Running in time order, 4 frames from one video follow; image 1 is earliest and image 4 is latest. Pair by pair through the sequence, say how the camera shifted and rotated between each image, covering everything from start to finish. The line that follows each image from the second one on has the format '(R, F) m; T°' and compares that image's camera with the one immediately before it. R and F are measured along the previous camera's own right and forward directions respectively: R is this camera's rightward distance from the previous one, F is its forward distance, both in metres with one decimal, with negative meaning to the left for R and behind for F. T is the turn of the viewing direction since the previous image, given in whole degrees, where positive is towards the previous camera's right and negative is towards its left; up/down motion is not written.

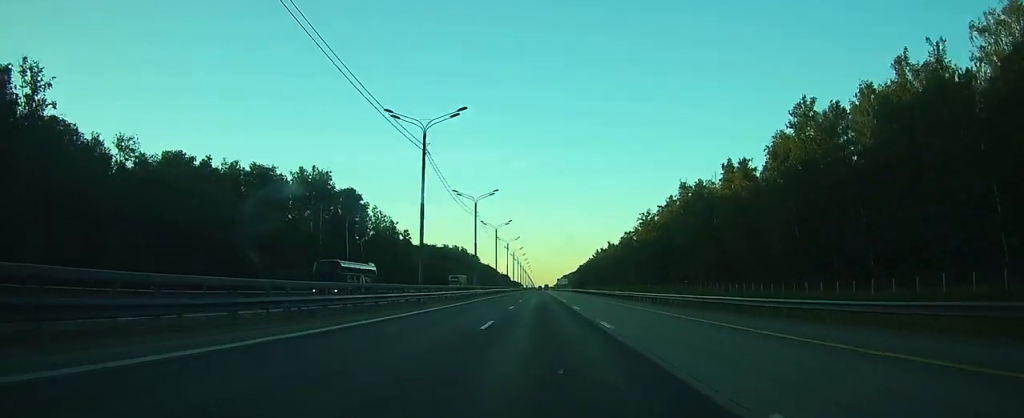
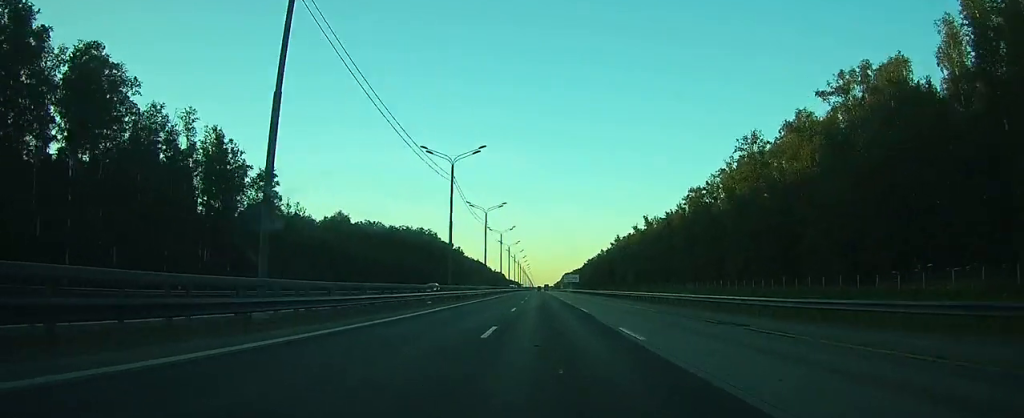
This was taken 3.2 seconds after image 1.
(-0.9, +97.4) m; -1°
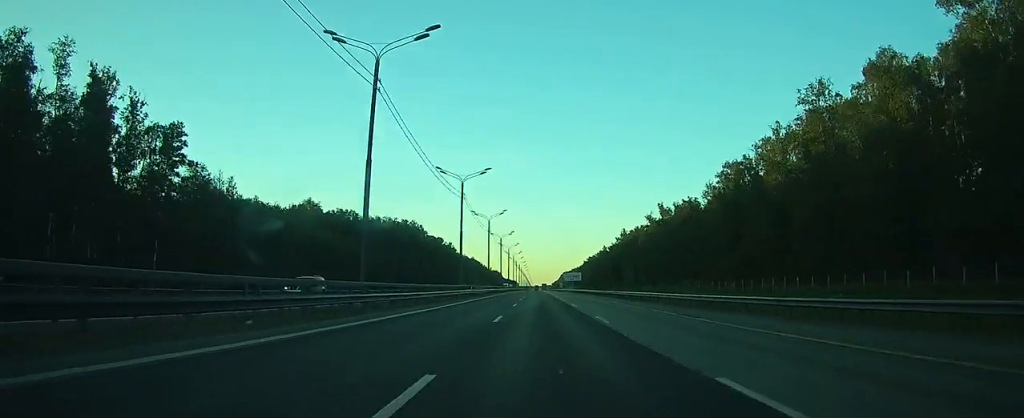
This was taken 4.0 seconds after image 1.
(0.0, +25.7) m; 0°
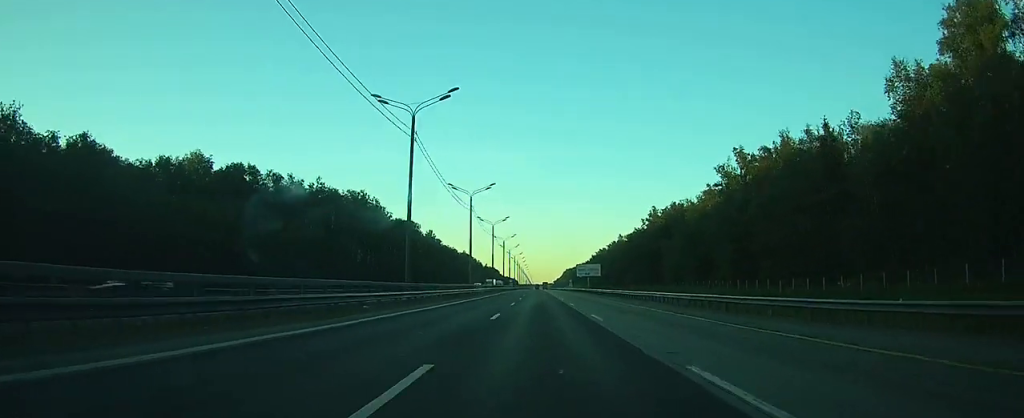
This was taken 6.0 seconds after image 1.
(+0.2, +62.0) m; 0°
